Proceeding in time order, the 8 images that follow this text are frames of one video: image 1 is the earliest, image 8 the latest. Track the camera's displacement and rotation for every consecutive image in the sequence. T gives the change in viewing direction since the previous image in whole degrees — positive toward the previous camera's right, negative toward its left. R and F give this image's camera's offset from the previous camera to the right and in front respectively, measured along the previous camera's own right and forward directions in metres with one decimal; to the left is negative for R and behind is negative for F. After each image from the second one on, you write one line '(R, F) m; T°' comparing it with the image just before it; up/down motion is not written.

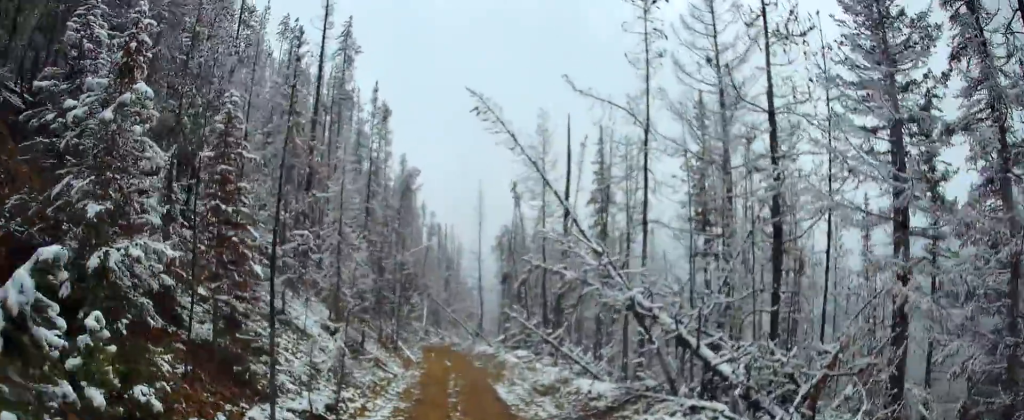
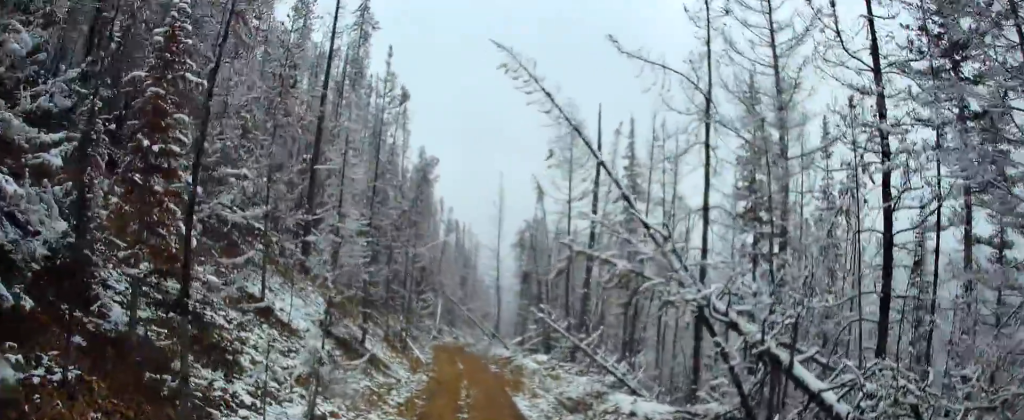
(0.0, +2.7) m; -4°
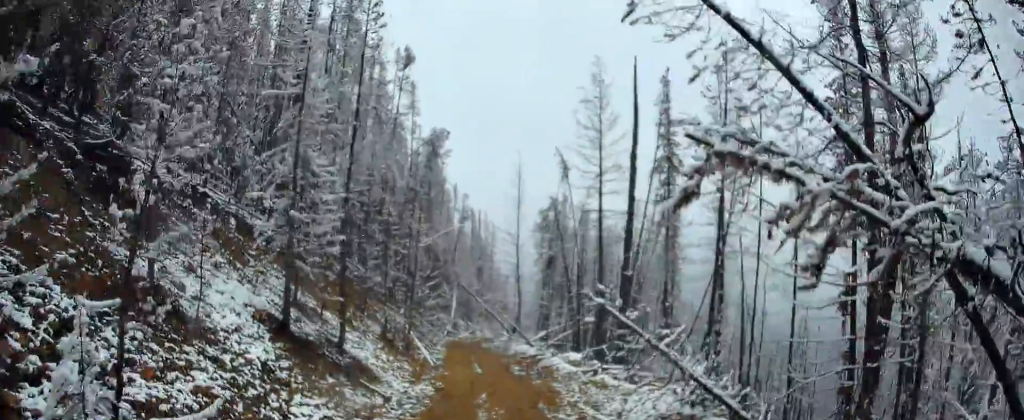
(-0.4, +5.1) m; -6°
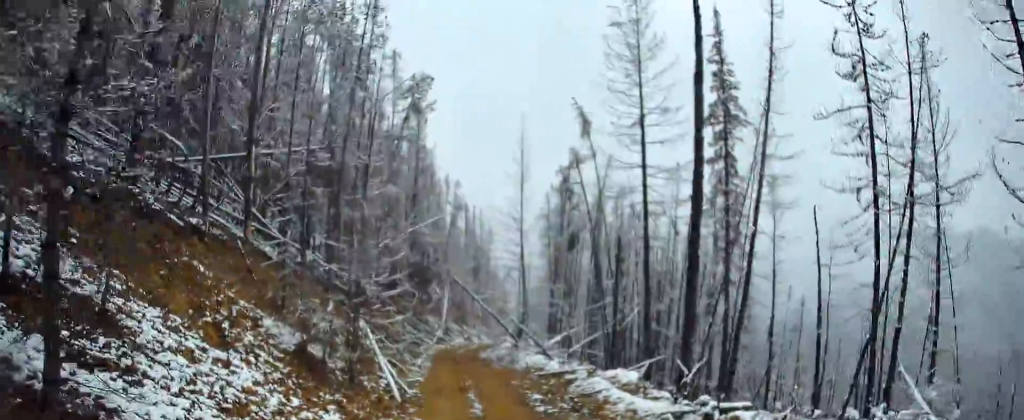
(-0.4, +9.4) m; 0°
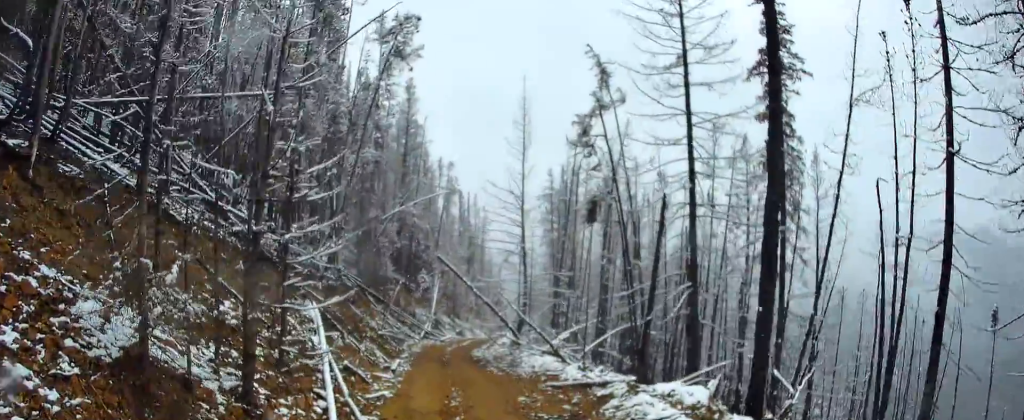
(+0.4, +5.3) m; +16°
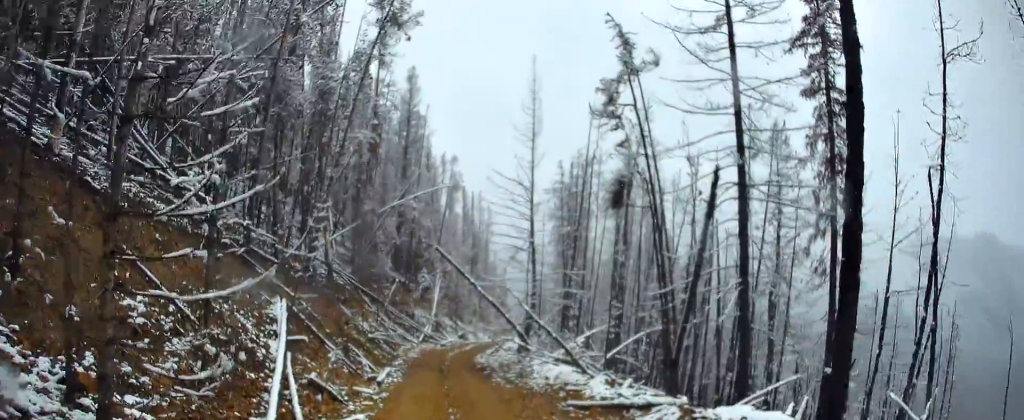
(+0.5, +2.7) m; -3°
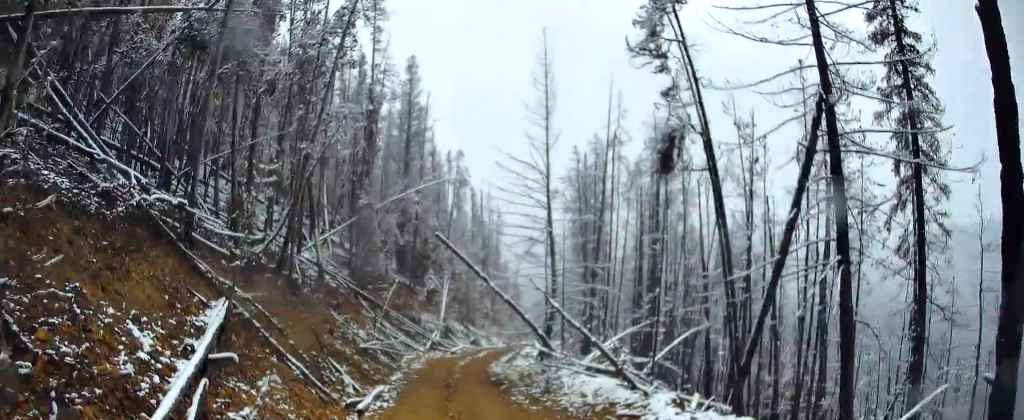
(-0.4, +3.2) m; -7°
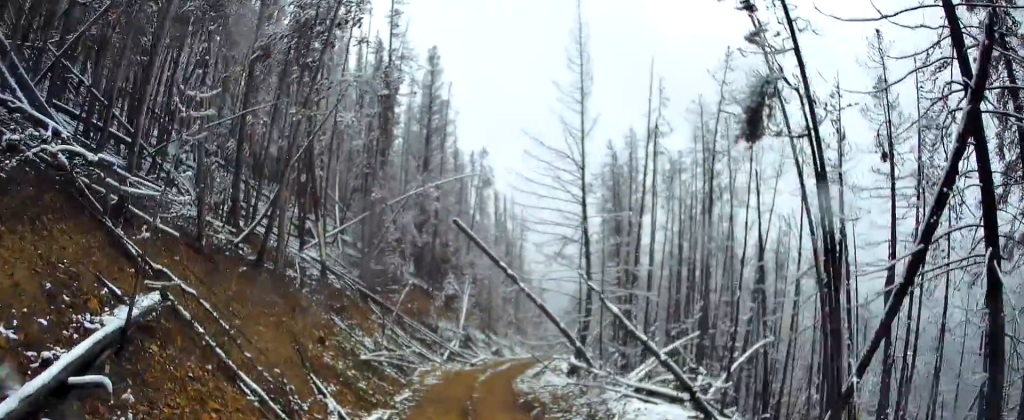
(-0.2, +2.8) m; -4°
